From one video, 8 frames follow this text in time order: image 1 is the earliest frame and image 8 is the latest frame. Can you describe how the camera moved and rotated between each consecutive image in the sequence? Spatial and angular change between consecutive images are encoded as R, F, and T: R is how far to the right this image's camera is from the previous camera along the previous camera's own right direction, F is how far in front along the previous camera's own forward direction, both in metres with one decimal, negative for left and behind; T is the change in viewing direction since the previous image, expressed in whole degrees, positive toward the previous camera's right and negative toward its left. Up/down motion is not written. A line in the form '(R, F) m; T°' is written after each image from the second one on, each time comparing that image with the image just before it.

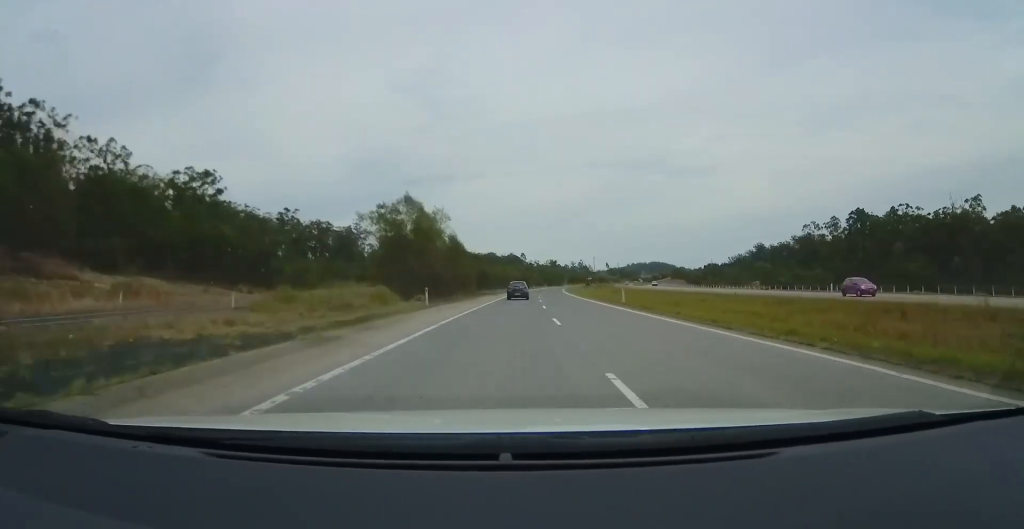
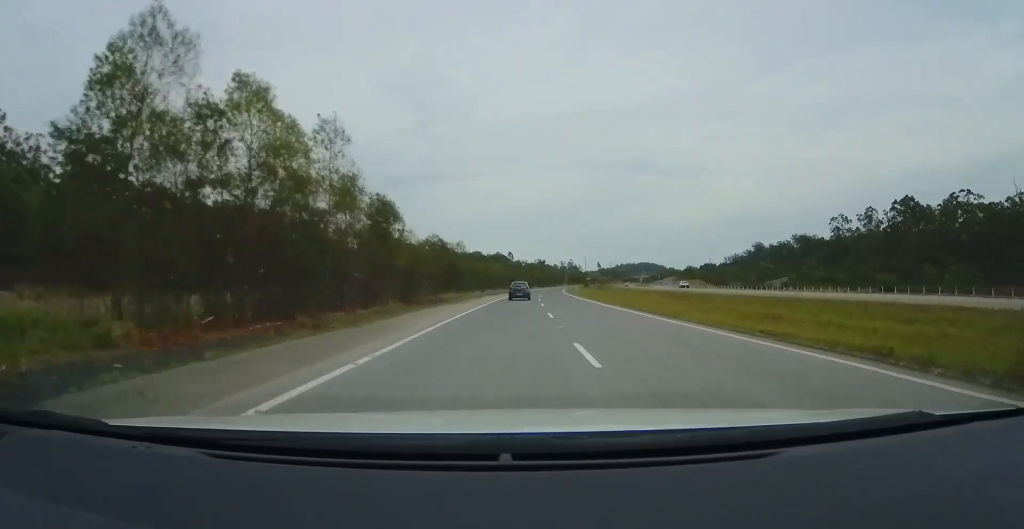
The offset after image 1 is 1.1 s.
(+0.2, +32.1) m; +1°
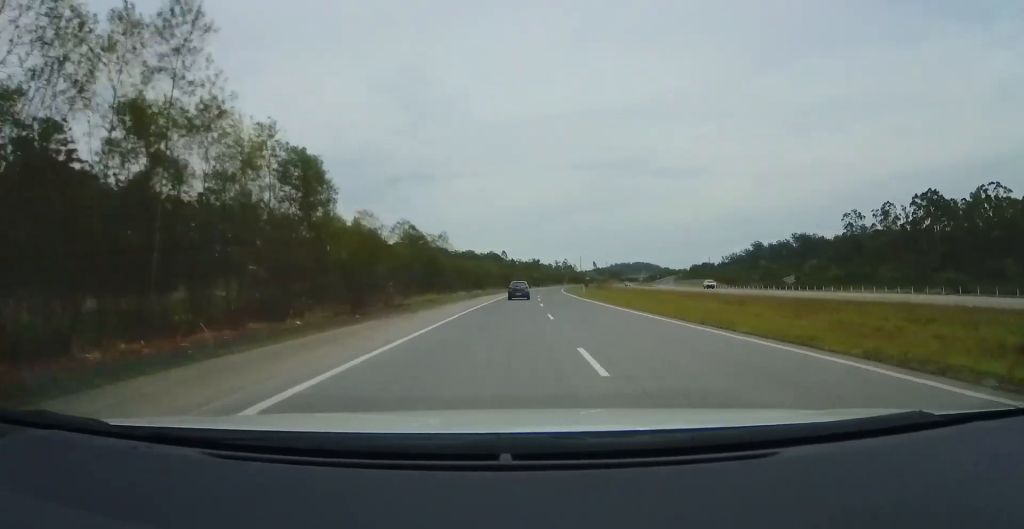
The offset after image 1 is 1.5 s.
(+0.2, +13.0) m; +1°
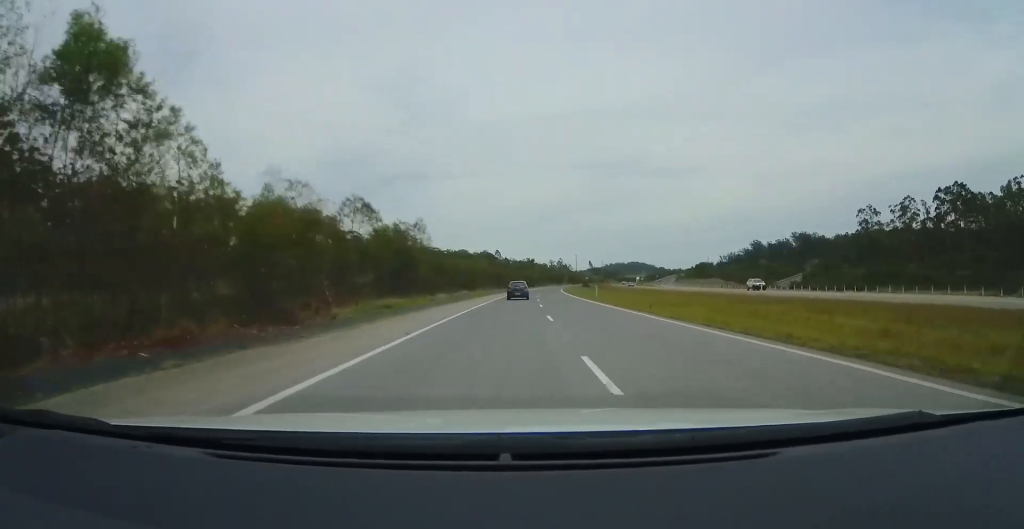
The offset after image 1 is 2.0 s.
(+0.1, +13.0) m; 0°
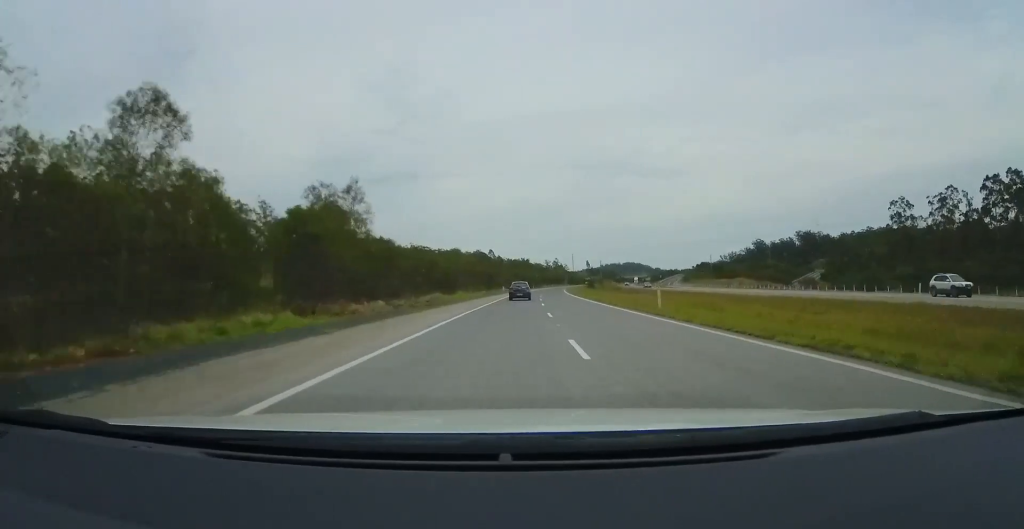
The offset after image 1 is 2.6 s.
(0.0, +20.1) m; +1°
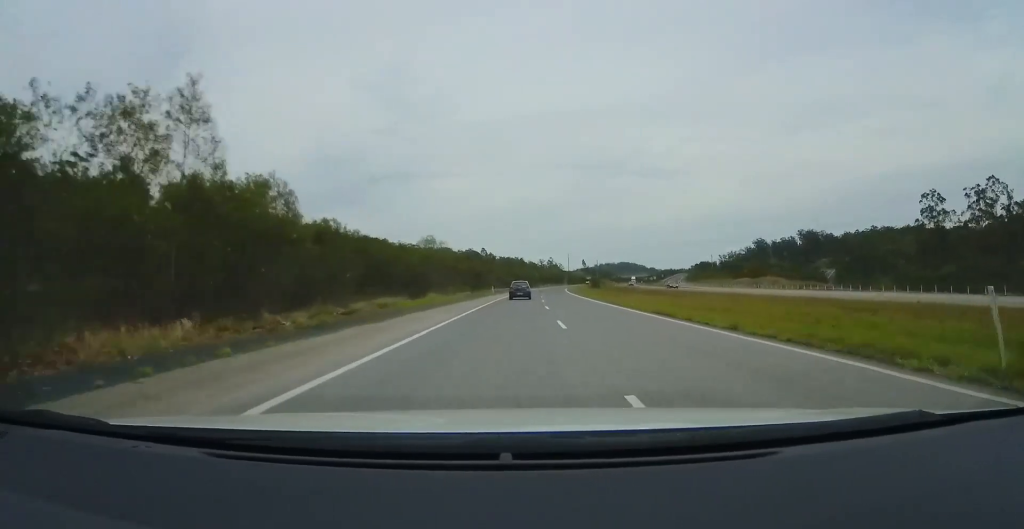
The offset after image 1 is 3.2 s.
(+0.2, +17.9) m; +1°
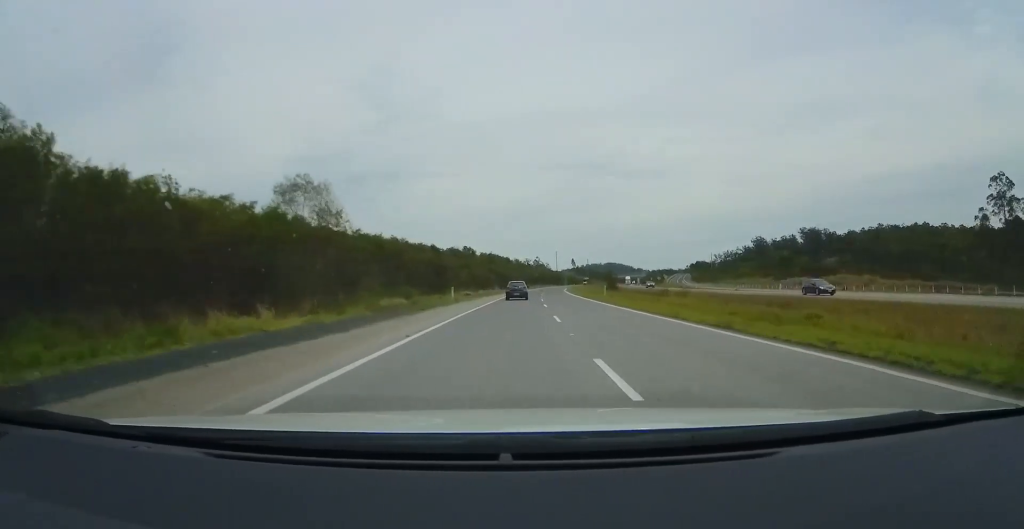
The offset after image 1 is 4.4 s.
(+0.7, +33.4) m; +2°
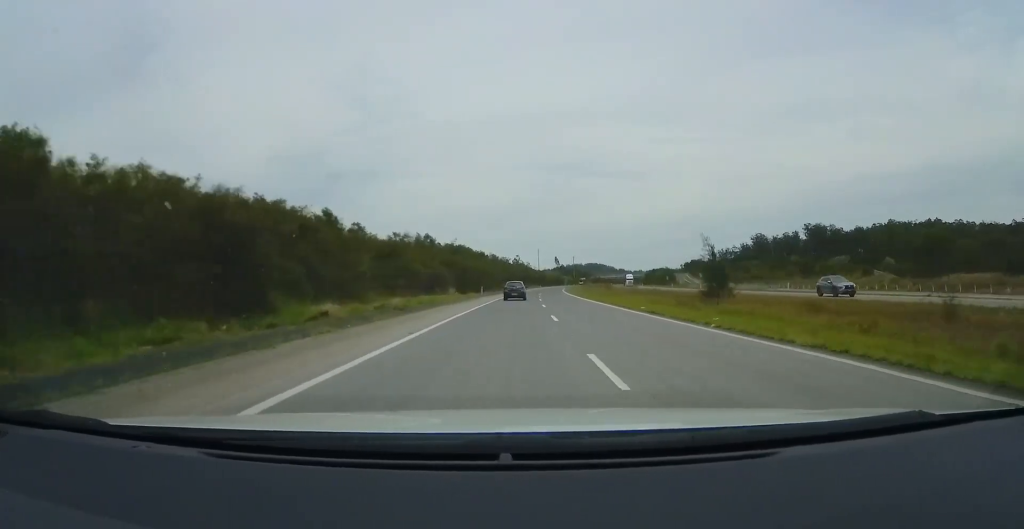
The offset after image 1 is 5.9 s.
(+0.6, +46.5) m; +1°
